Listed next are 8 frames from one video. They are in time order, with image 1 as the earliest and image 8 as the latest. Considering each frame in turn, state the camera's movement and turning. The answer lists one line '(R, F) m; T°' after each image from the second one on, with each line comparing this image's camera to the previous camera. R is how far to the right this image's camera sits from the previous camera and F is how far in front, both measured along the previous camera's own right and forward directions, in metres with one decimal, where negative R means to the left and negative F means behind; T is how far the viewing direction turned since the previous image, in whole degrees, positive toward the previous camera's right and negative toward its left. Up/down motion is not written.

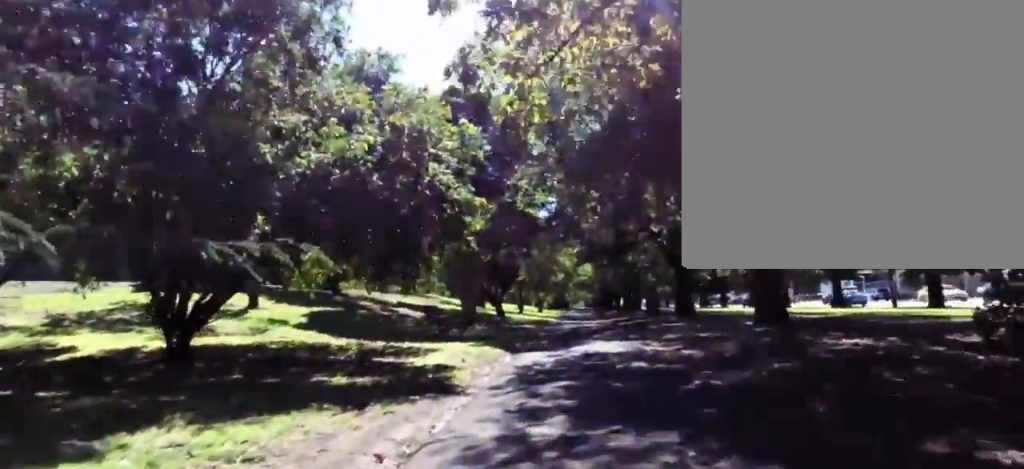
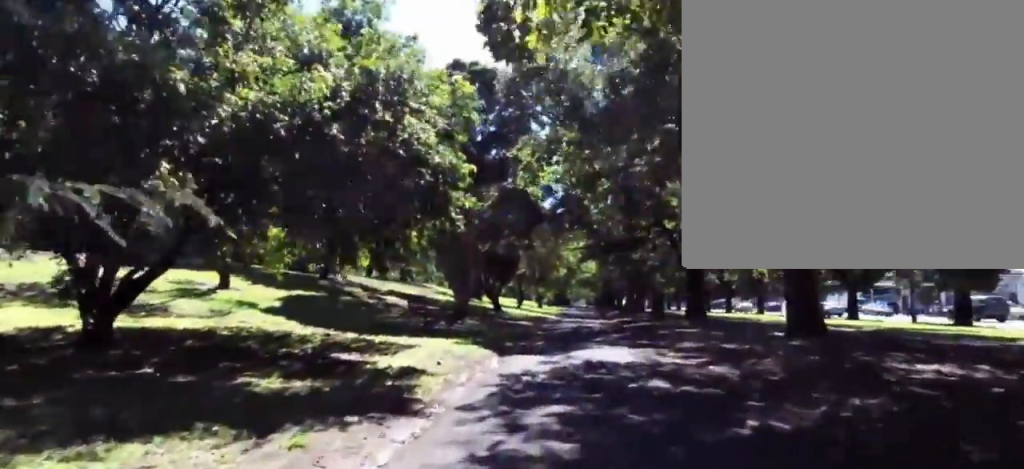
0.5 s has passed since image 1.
(0.0, +2.1) m; -7°
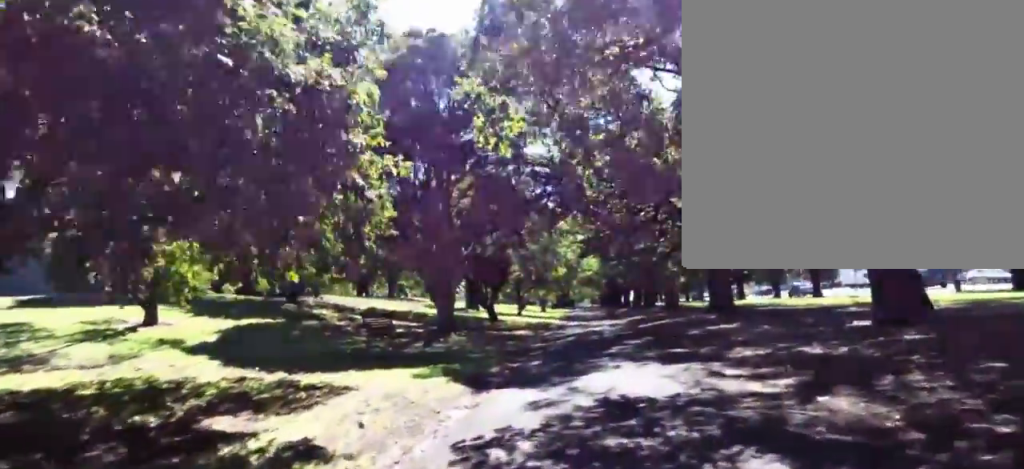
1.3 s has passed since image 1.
(-0.4, +3.7) m; -13°
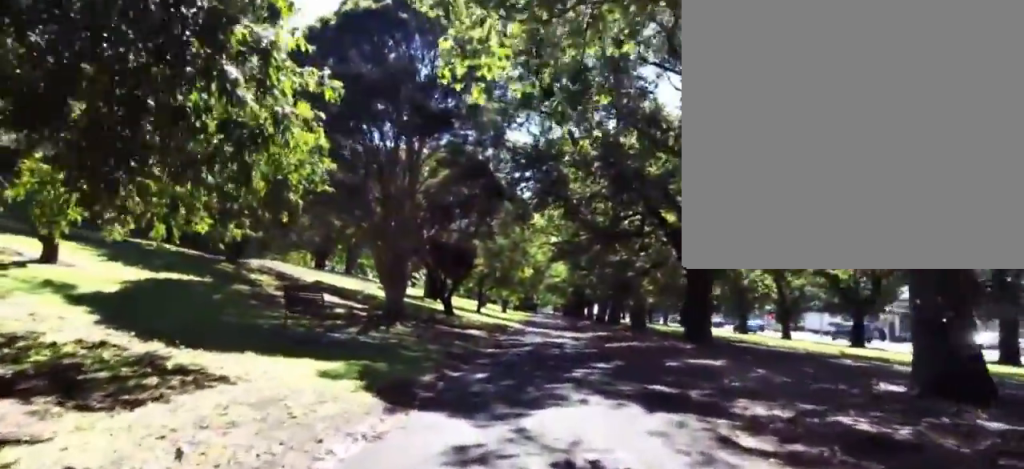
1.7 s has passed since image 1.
(-0.3, +2.3) m; -7°
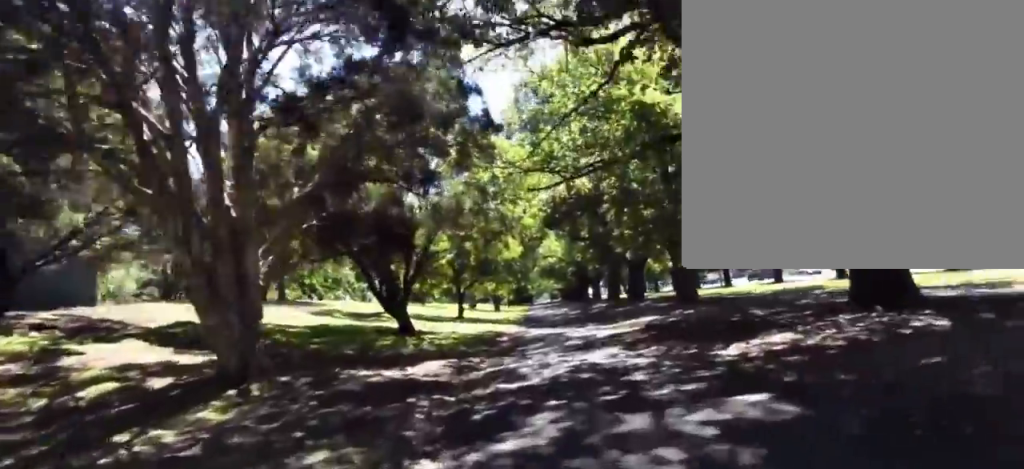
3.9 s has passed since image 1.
(-2.1, +10.4) m; -4°
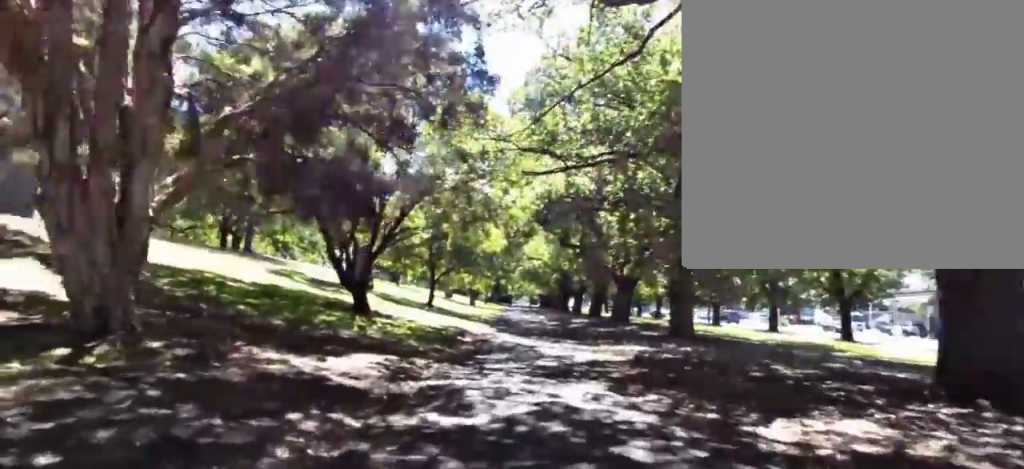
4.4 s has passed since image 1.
(+0.7, +2.4) m; +9°
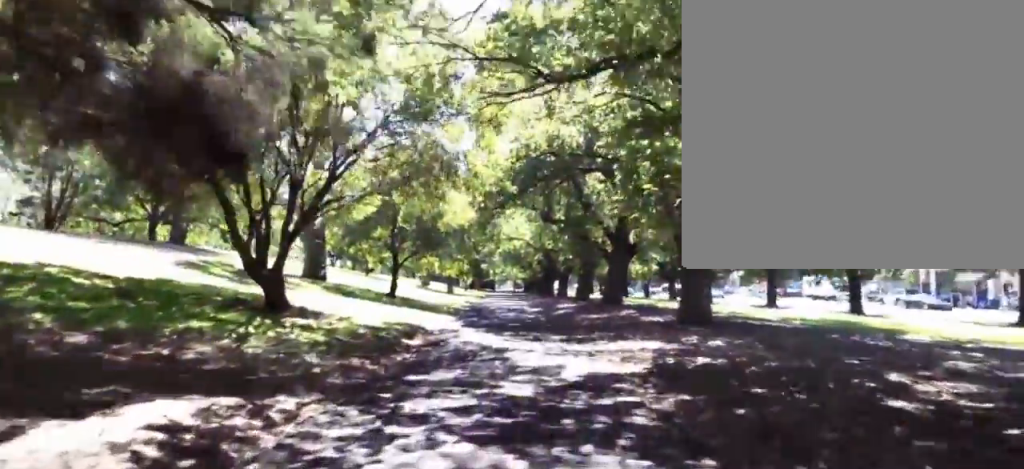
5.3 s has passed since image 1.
(+0.6, +4.4) m; +6°
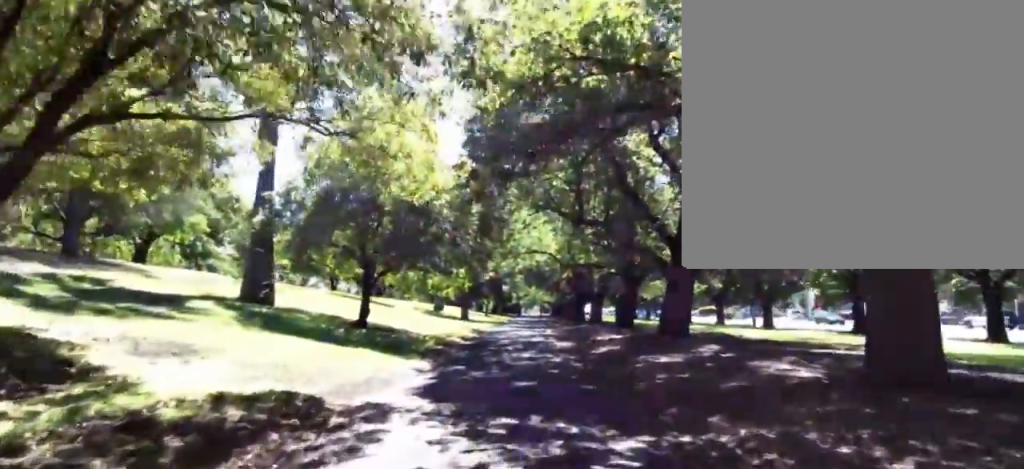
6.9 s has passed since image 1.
(-0.7, +7.9) m; -9°
